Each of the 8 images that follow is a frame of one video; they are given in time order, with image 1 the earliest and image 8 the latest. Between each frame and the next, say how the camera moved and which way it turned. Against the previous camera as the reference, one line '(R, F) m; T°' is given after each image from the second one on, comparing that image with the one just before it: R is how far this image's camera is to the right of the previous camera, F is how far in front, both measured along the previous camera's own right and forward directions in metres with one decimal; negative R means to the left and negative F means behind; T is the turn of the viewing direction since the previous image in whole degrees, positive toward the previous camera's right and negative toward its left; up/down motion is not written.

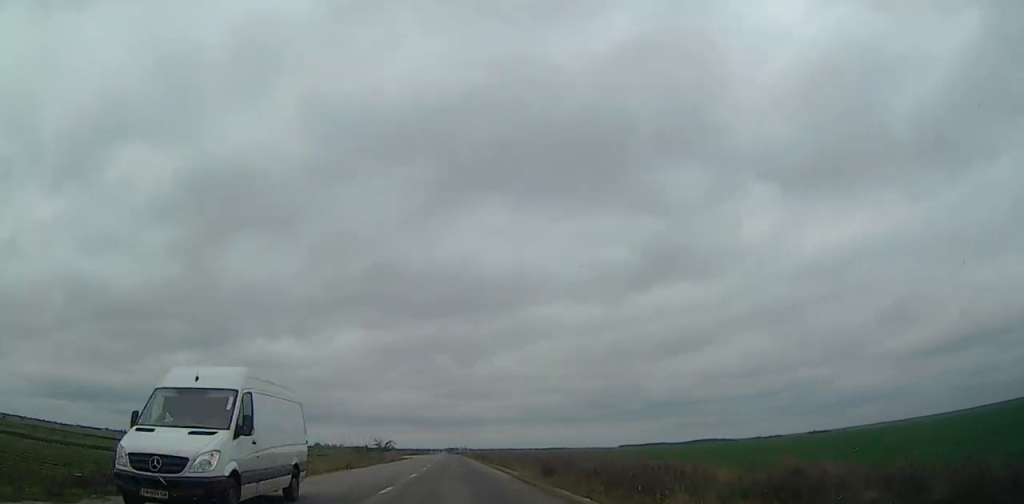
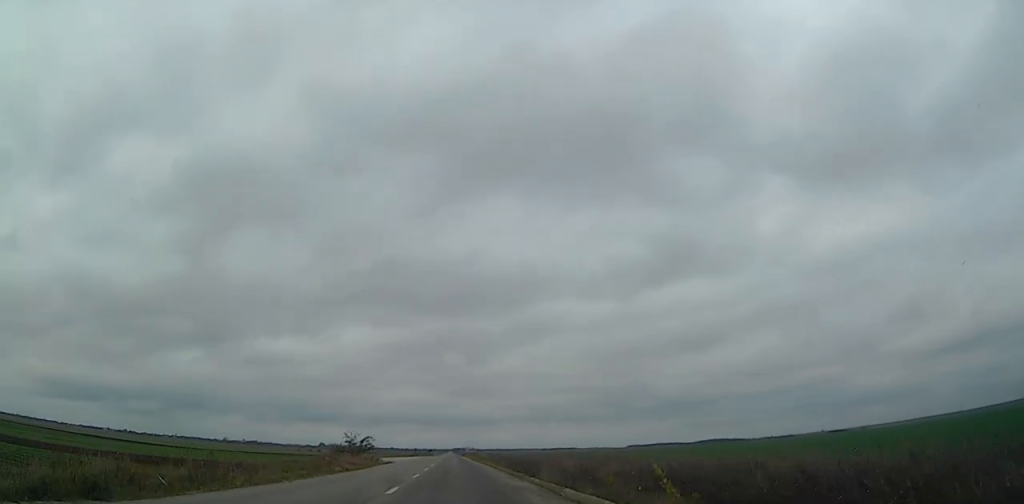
(0.0, +33.9) m; 0°
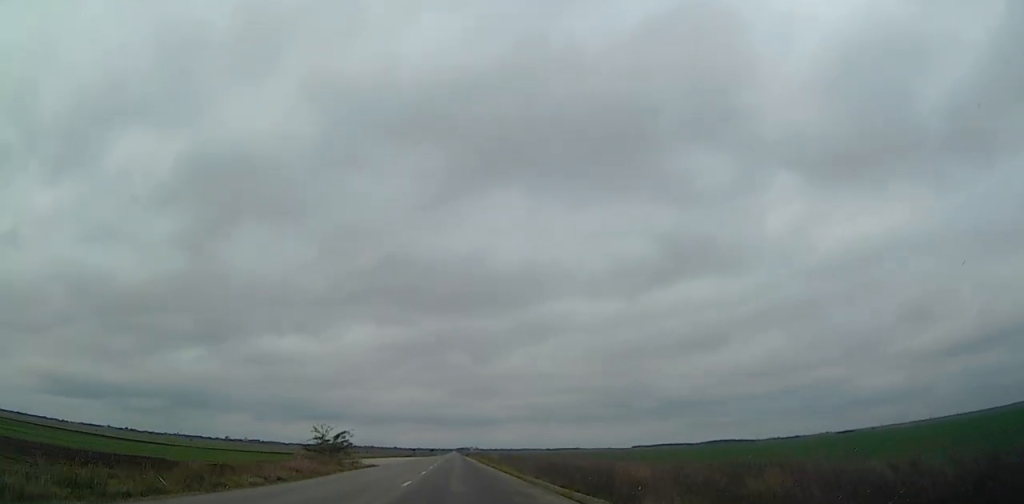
(0.0, +18.5) m; 0°
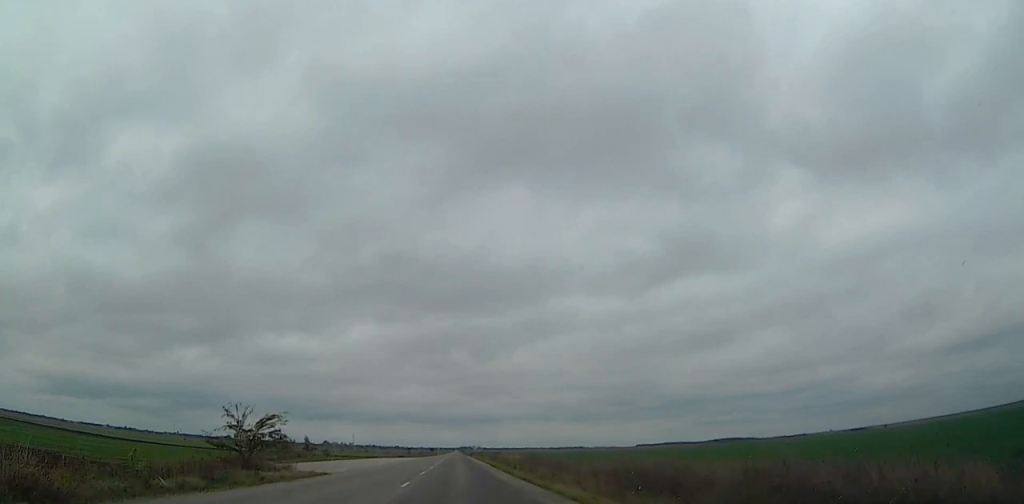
(0.0, +23.6) m; 0°
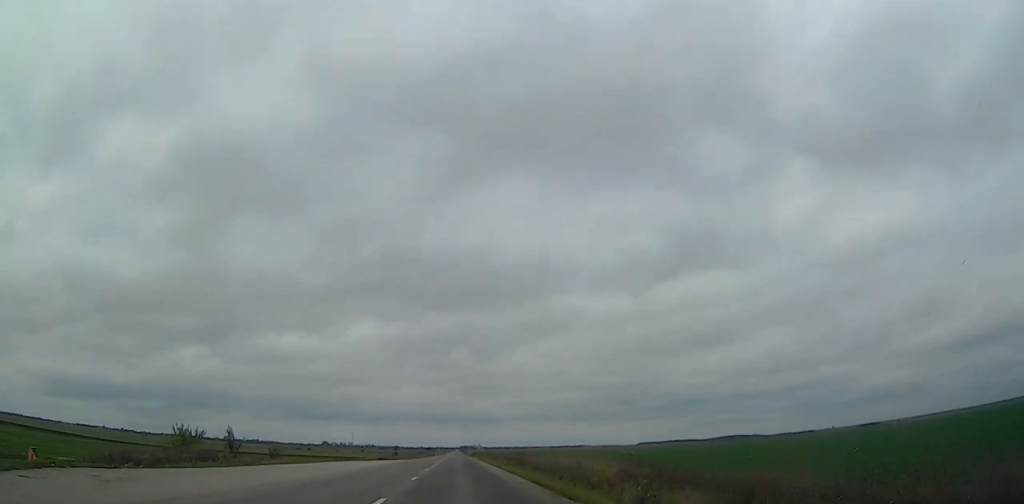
(0.0, +30.8) m; 0°
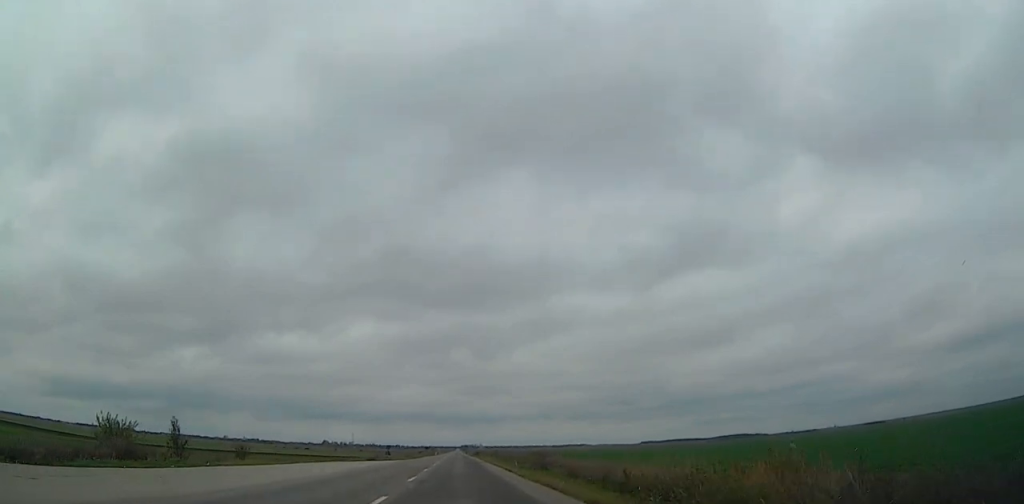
(0.0, +12.3) m; 0°
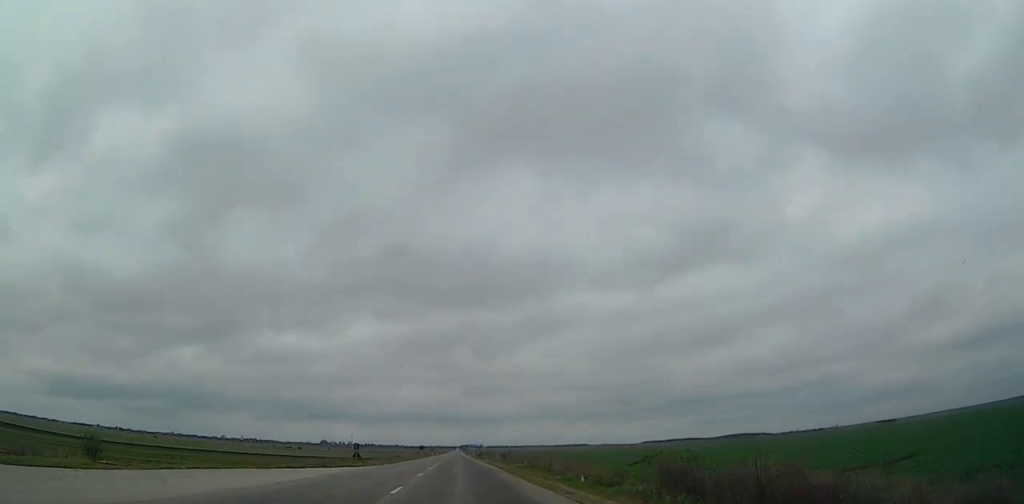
(-0.2, +29.8) m; 0°
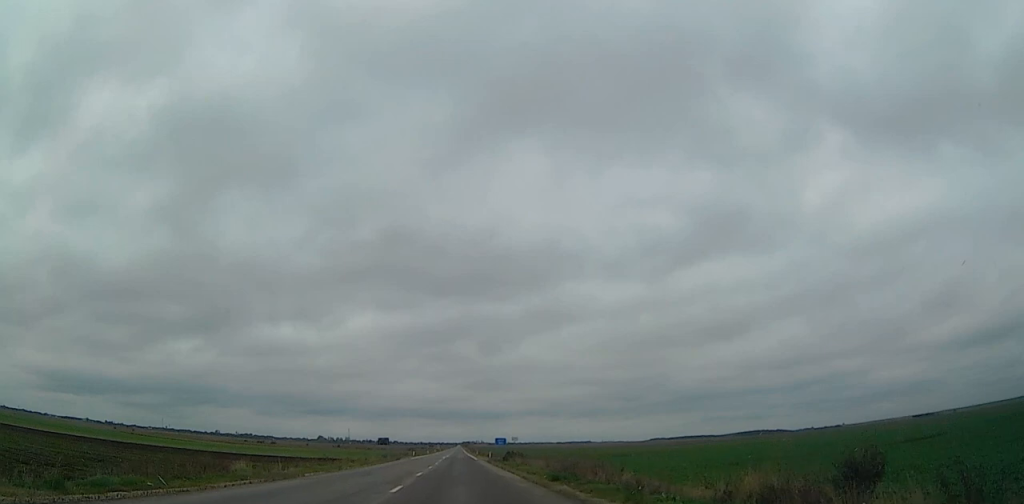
(0.0, +78.3) m; 0°
